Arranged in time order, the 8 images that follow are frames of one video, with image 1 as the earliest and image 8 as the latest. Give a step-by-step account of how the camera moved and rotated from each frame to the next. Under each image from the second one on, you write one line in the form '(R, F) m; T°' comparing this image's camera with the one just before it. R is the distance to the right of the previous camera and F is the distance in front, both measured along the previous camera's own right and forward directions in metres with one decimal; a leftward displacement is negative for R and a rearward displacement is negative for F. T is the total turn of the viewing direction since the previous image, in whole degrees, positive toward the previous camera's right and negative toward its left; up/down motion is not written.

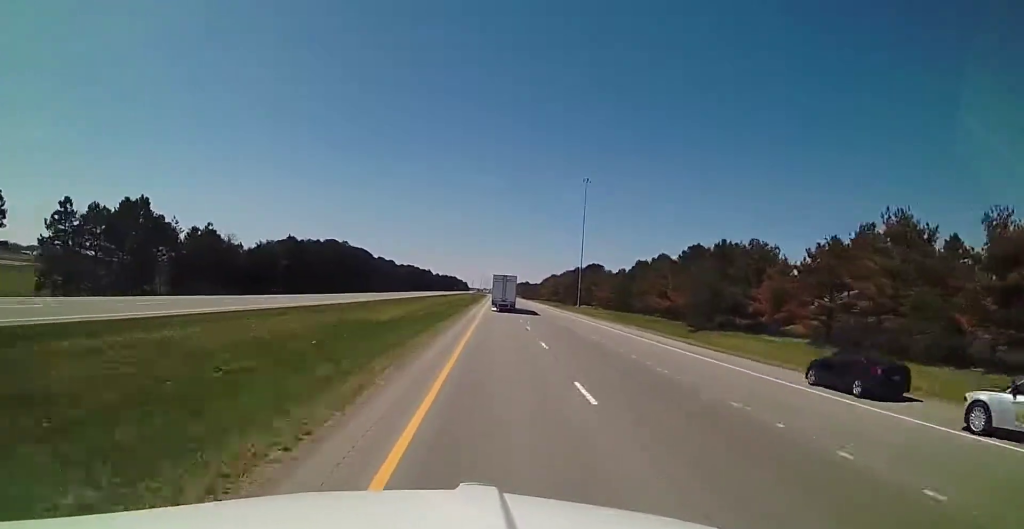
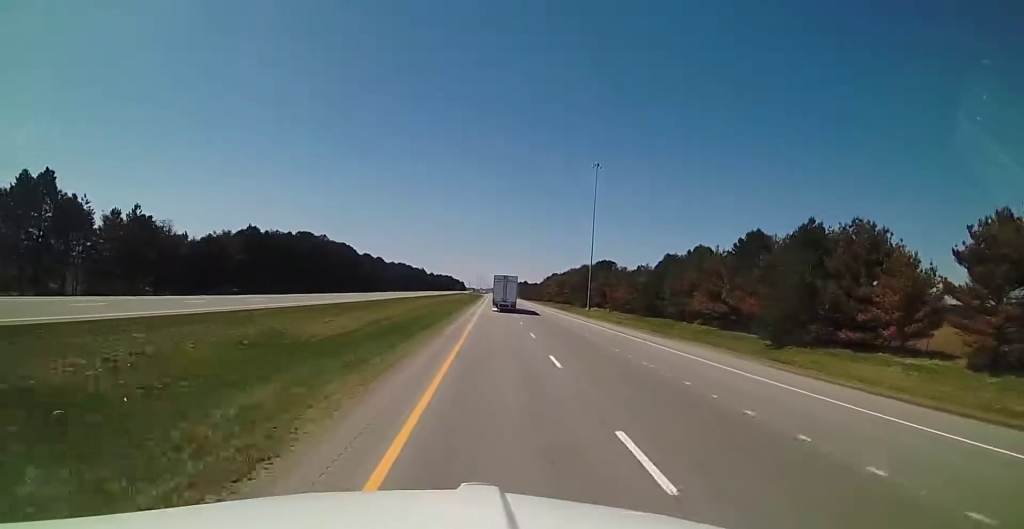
(0.0, +18.1) m; 0°
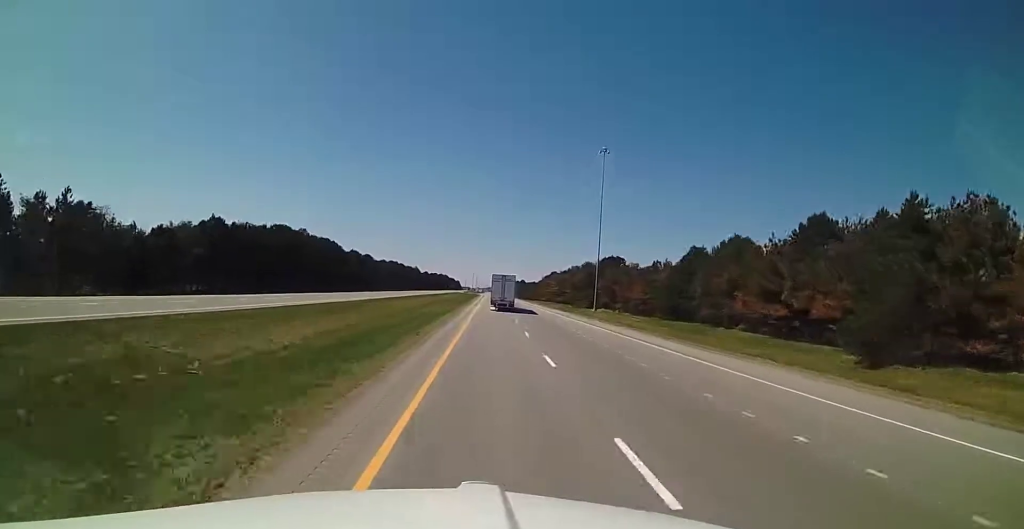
(0.0, +12.4) m; 0°
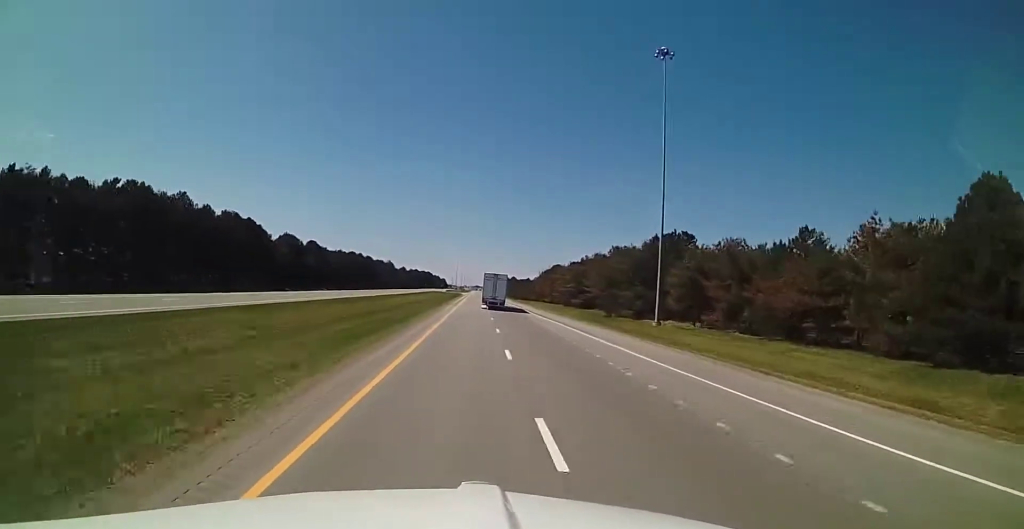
(0.0, +47.6) m; +1°
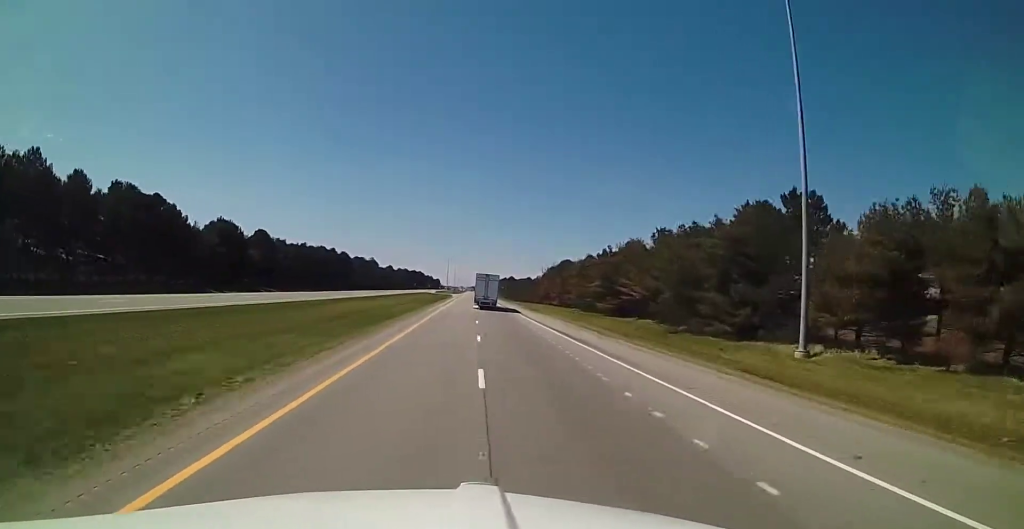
(+0.5, +30.4) m; +1°
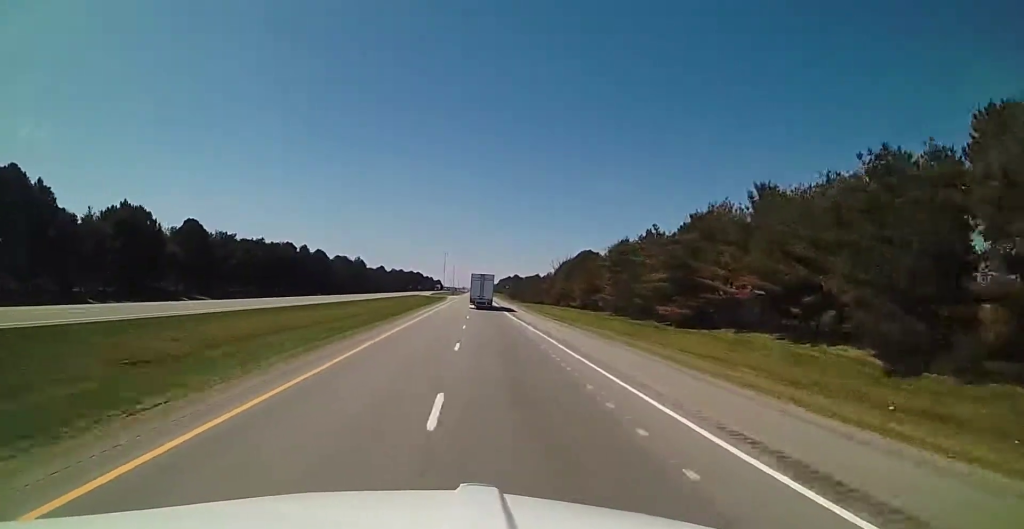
(+0.1, +28.5) m; -1°
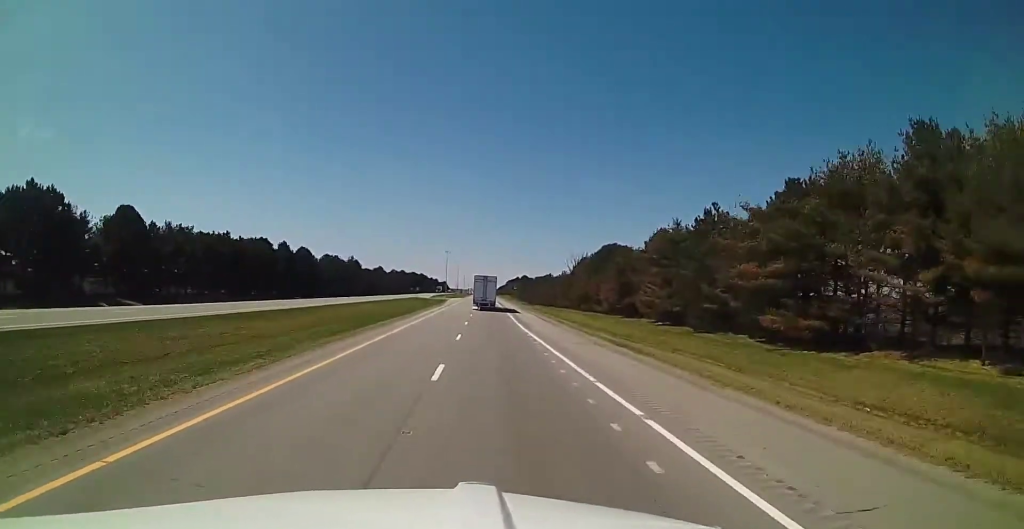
(-0.2, +19.0) m; -1°
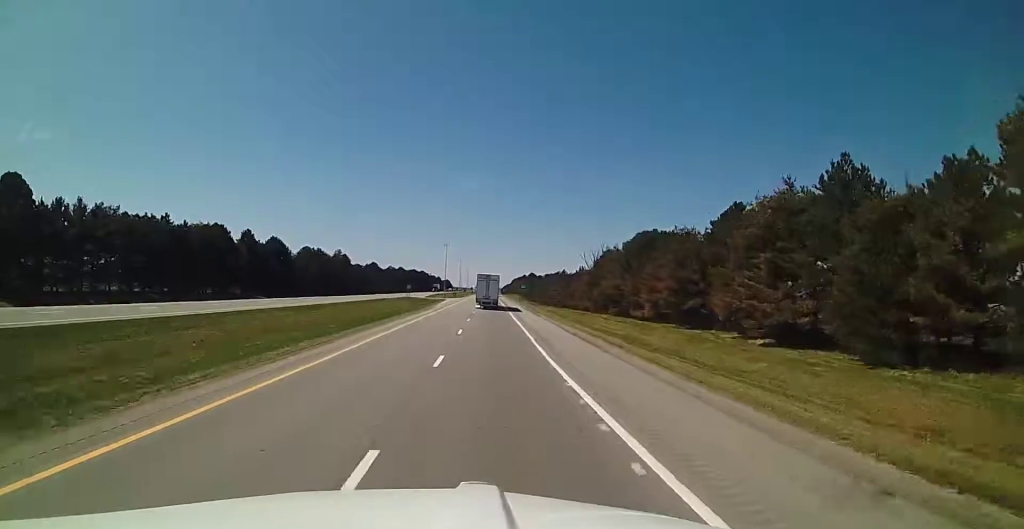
(-0.2, +21.9) m; -1°
